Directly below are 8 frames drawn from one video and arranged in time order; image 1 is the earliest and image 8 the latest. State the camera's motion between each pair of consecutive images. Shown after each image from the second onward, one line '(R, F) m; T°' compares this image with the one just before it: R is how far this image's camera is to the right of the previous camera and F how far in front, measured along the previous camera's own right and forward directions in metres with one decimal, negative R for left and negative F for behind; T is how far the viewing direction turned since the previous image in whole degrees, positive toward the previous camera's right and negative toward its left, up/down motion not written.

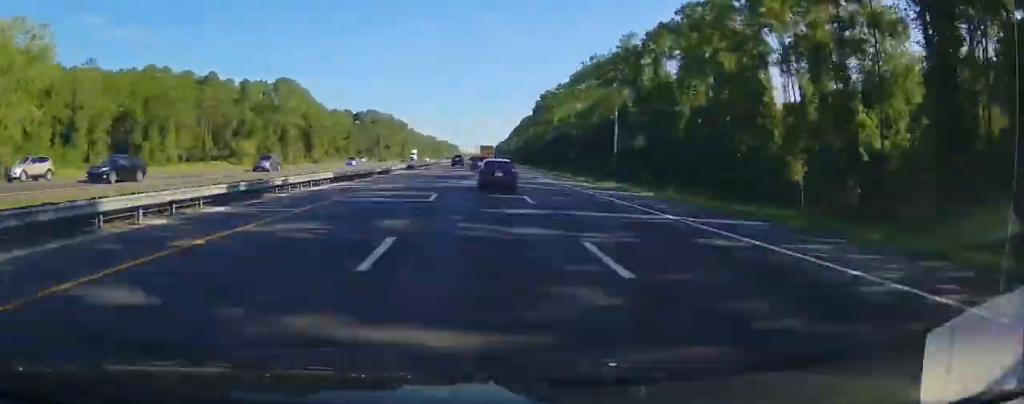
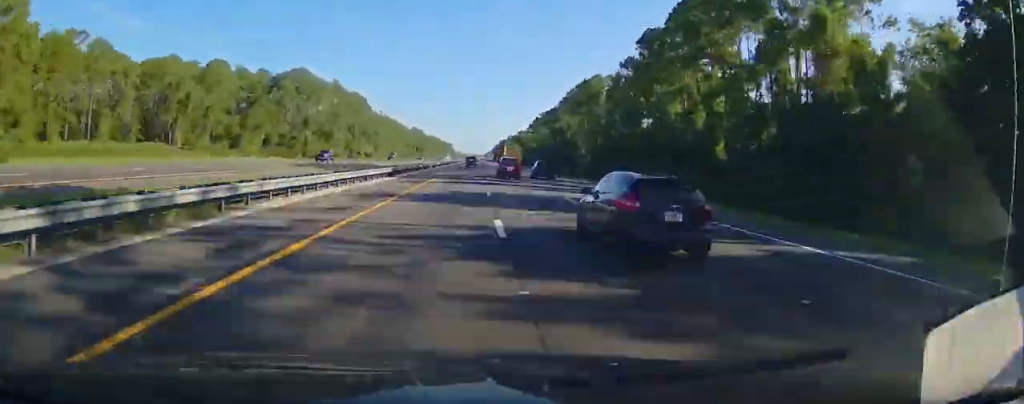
(+0.6, +119.0) m; +1°
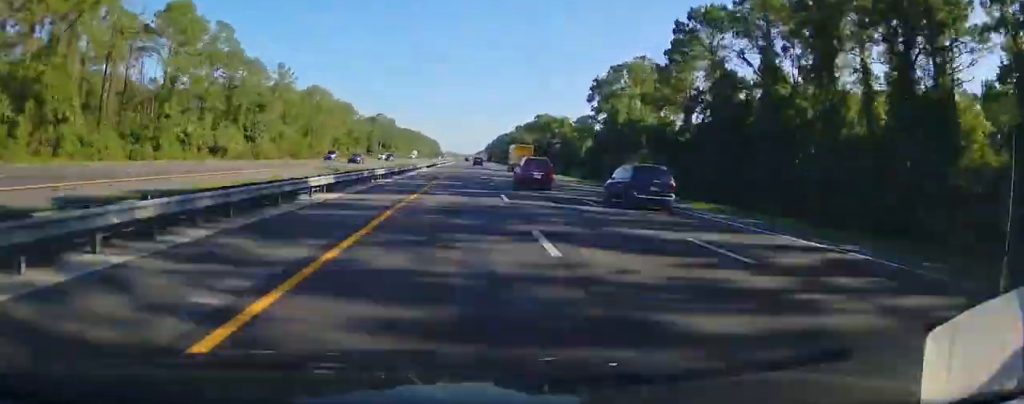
(+1.8, +123.8) m; +1°
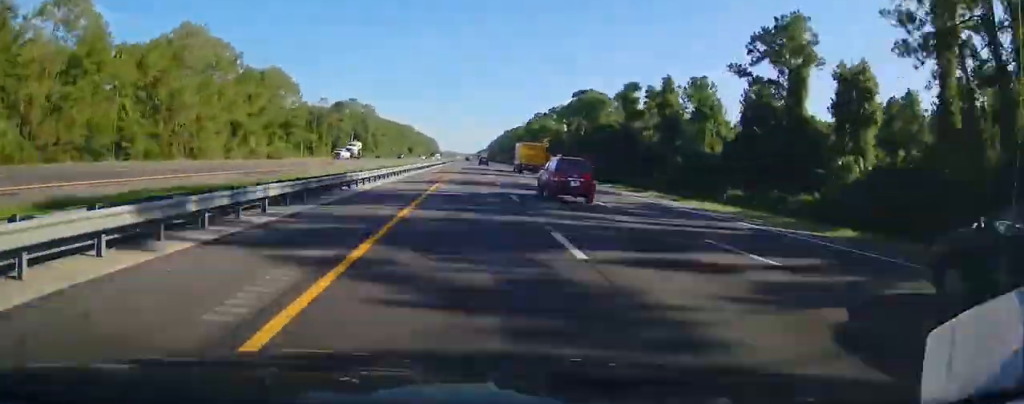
(0.0, +73.1) m; 0°
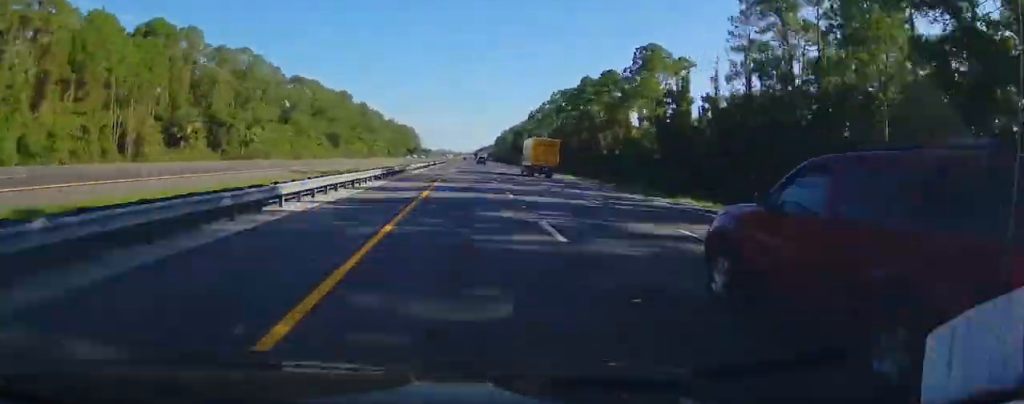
(+0.9, +219.0) m; 0°
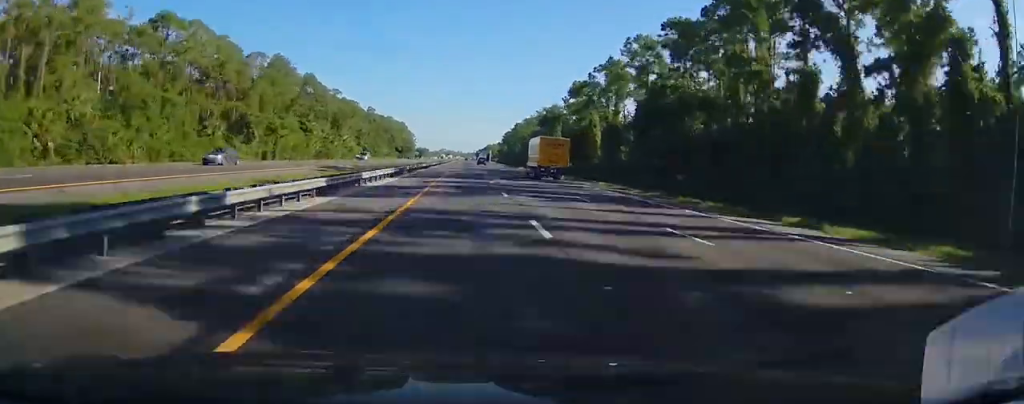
(-0.4, +73.6) m; 0°
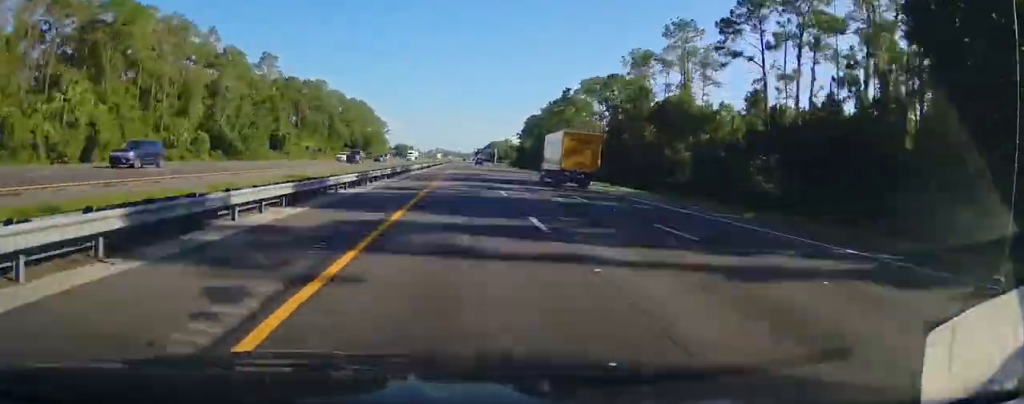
(0.0, +134.1) m; 0°
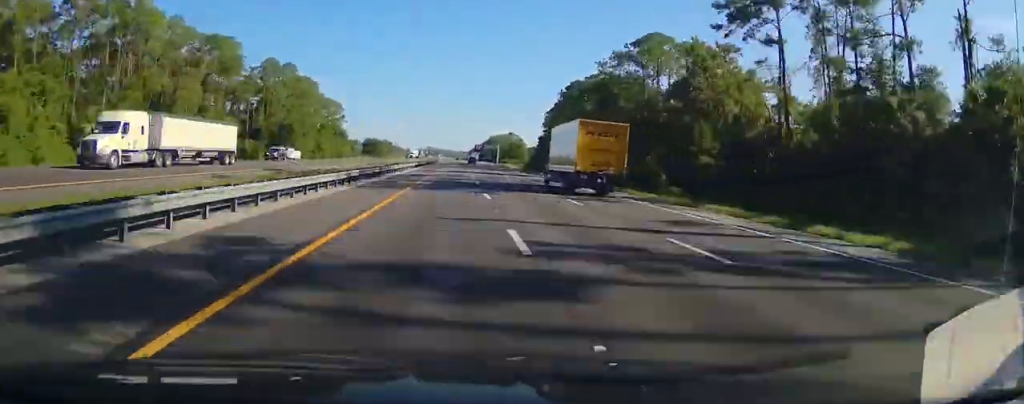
(+0.1, +88.5) m; 0°
